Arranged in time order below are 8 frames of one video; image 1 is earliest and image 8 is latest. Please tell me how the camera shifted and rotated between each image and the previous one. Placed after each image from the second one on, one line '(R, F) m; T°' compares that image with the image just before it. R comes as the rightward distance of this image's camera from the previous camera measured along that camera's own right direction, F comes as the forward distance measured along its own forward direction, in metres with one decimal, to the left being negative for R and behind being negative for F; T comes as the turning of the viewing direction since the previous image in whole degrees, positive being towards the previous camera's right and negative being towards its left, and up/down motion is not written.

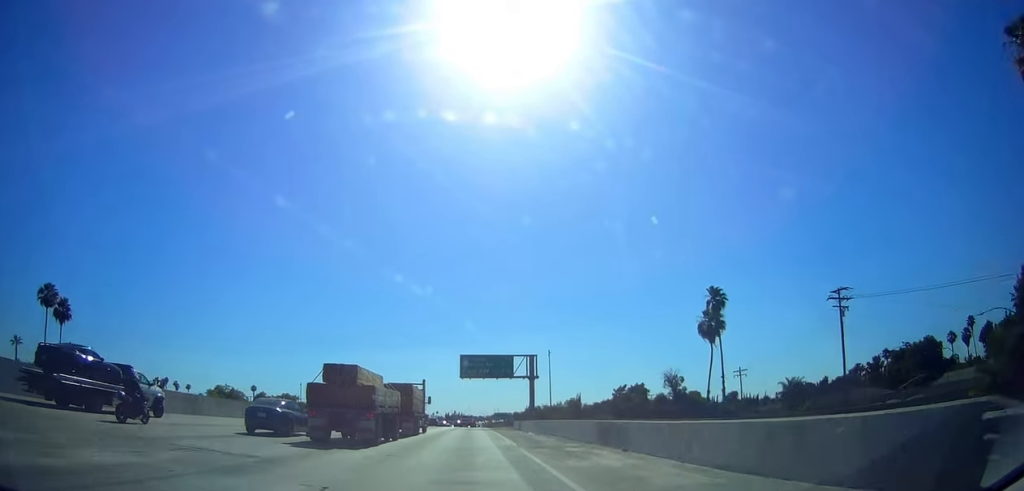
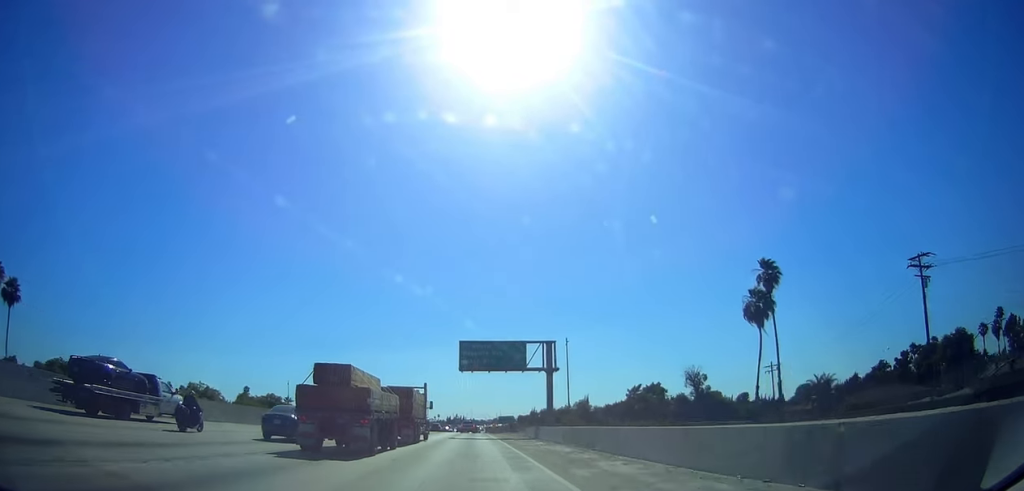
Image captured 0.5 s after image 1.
(+0.3, +13.4) m; +1°
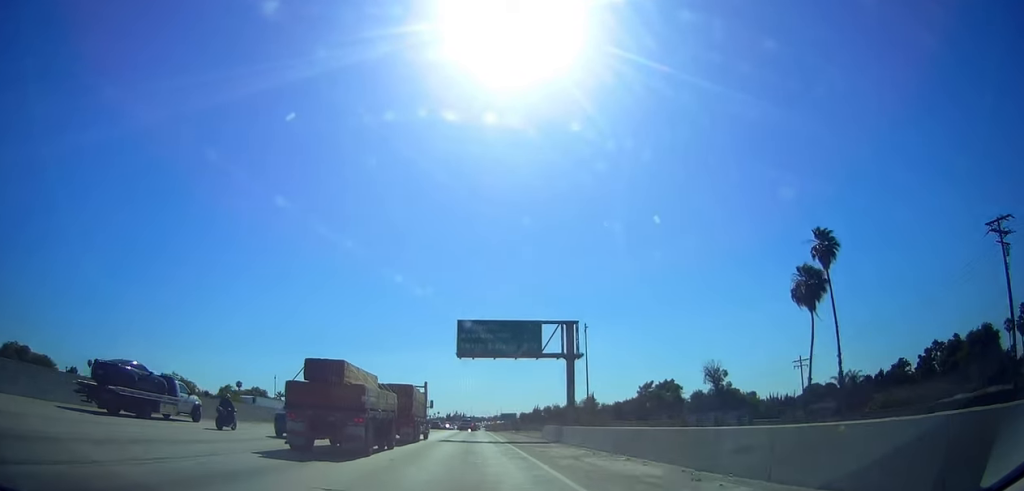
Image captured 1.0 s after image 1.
(+0.2, +10.9) m; +1°
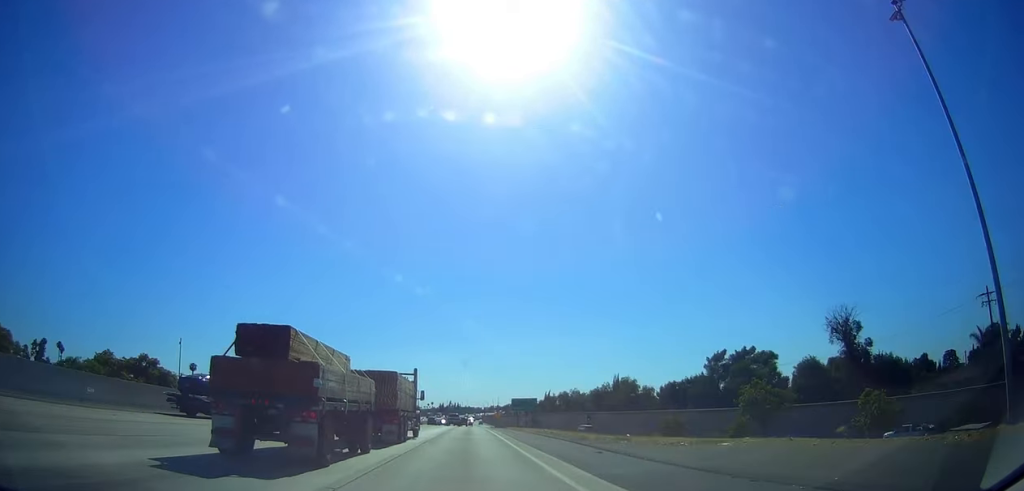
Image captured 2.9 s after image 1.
(-1.3, +47.5) m; -2°
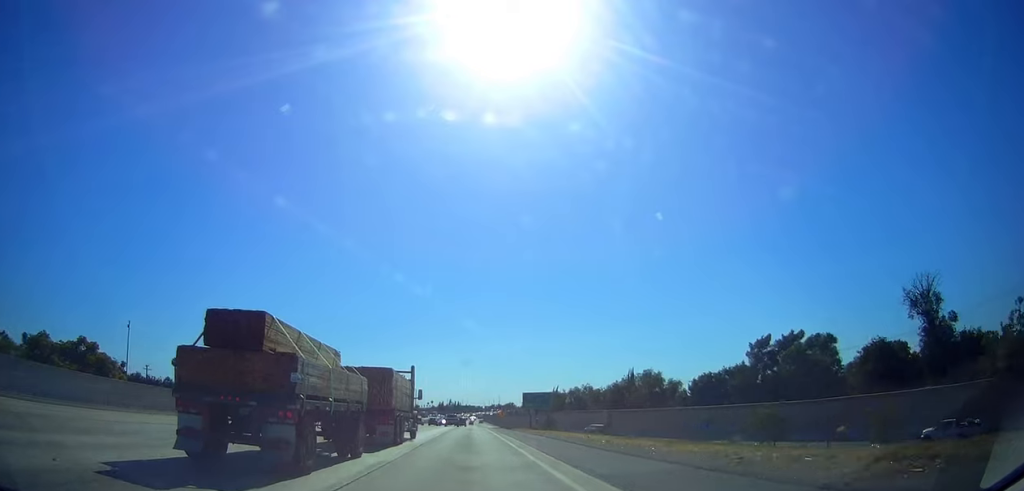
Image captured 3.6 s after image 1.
(+0.3, +17.0) m; 0°
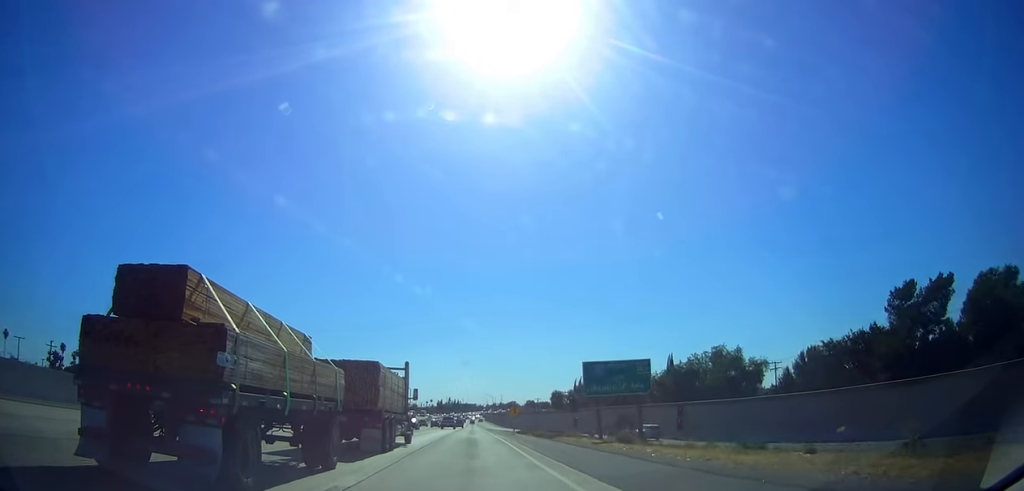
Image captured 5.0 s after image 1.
(-0.5, +34.5) m; 0°
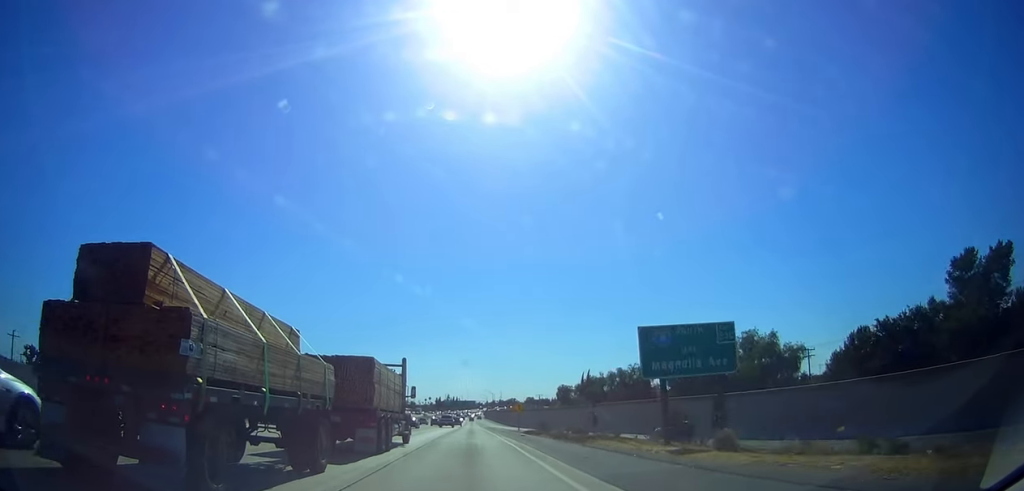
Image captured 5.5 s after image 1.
(+0.3, +10.4) m; +1°
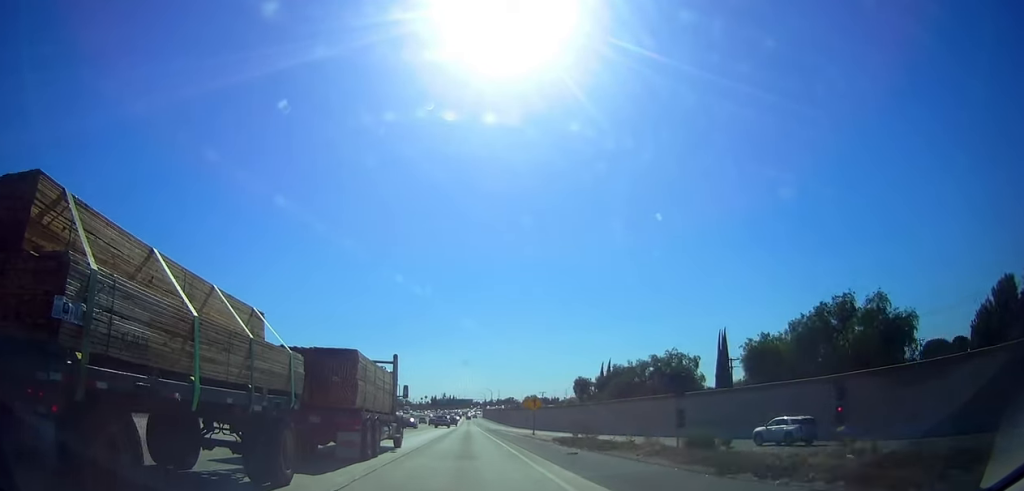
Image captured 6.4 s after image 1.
(+0.5, +21.5) m; +1°
